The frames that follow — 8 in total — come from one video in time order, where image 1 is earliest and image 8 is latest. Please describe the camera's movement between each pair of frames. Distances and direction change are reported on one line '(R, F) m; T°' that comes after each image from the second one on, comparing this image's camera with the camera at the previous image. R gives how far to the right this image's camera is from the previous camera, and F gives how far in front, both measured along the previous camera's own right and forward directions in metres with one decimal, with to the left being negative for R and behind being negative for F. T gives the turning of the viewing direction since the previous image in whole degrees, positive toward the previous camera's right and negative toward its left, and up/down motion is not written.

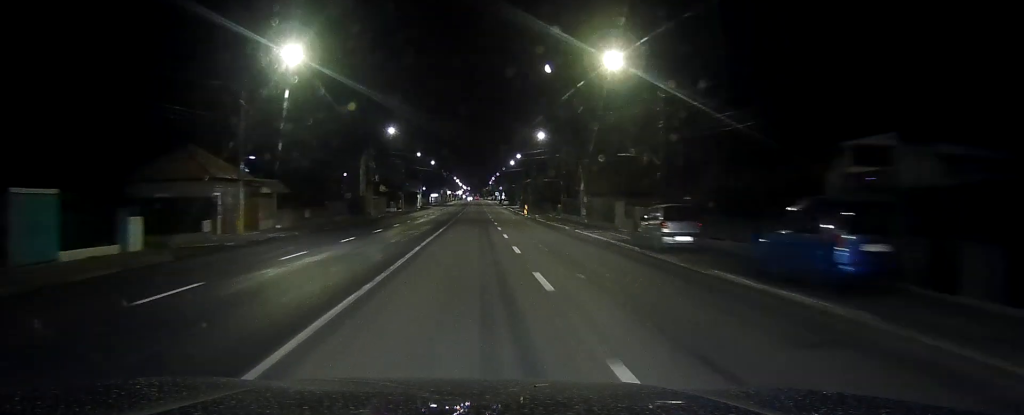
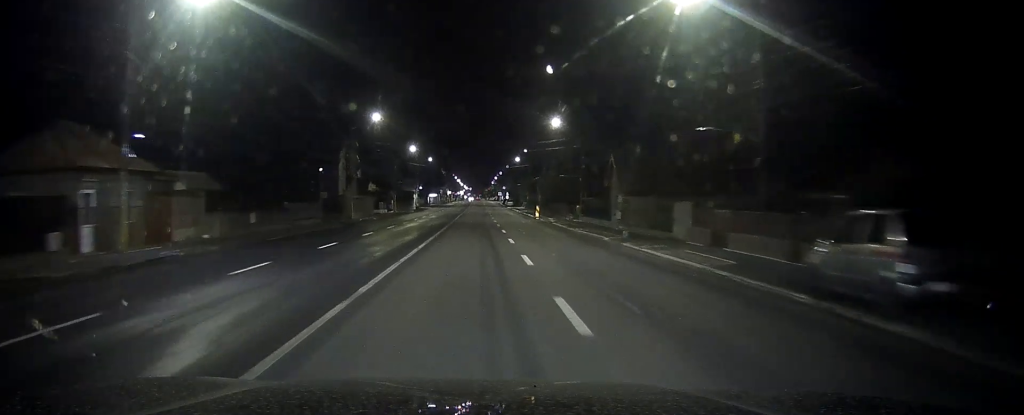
(0.0, +13.0) m; 0°
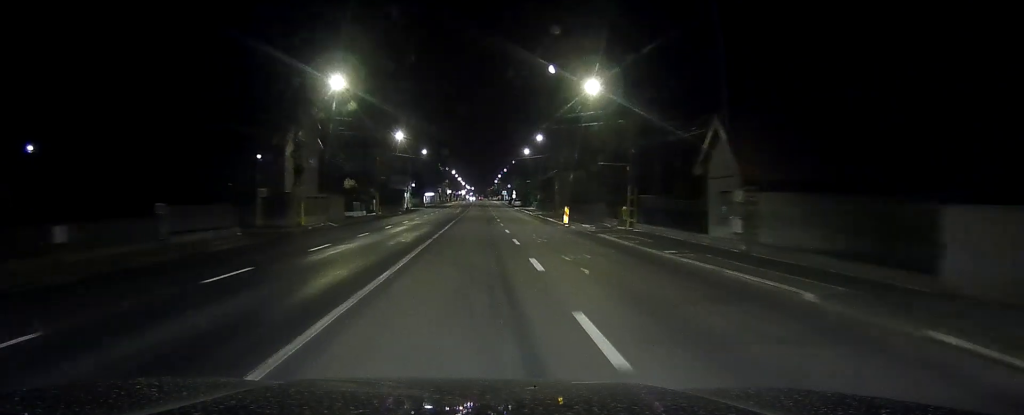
(-0.1, +19.5) m; 0°
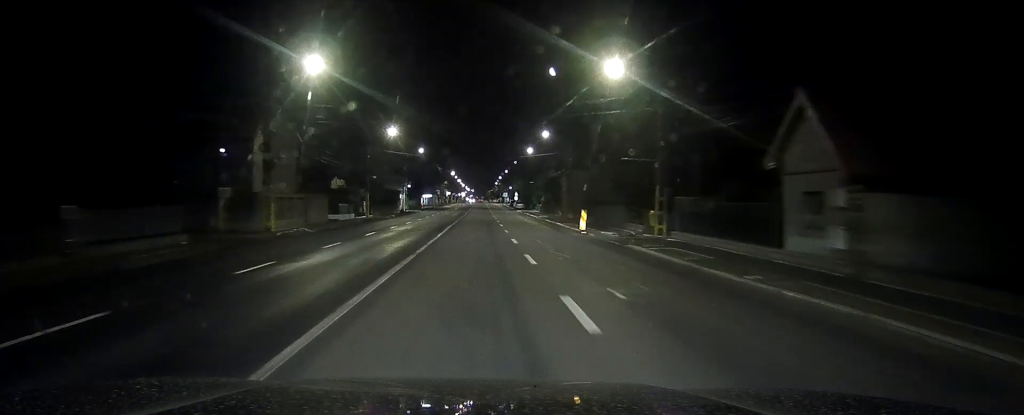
(0.0, +7.0) m; 0°
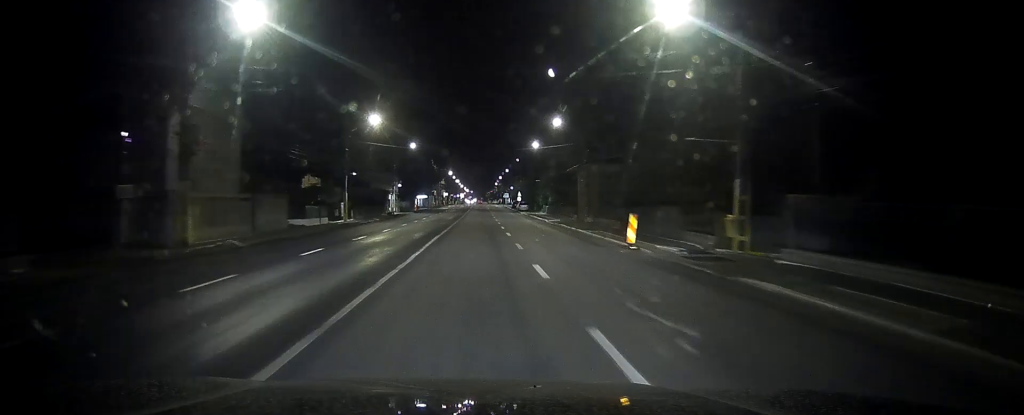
(0.0, +11.9) m; 0°
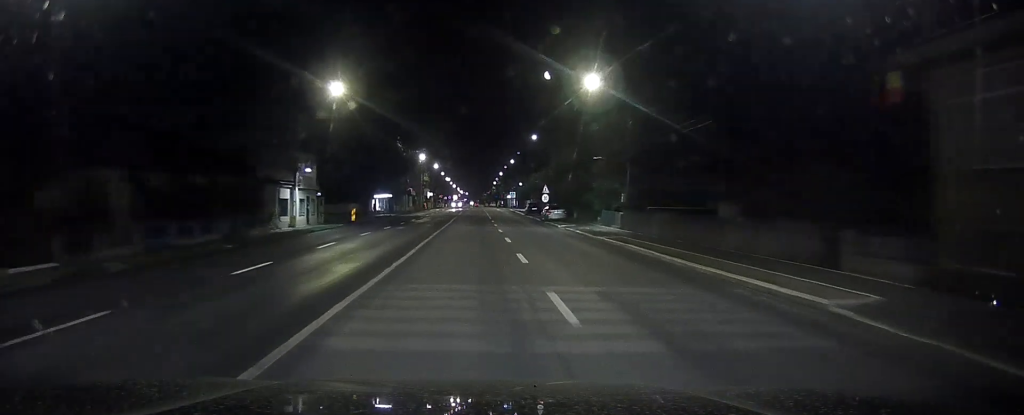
(-0.1, +49.7) m; 0°
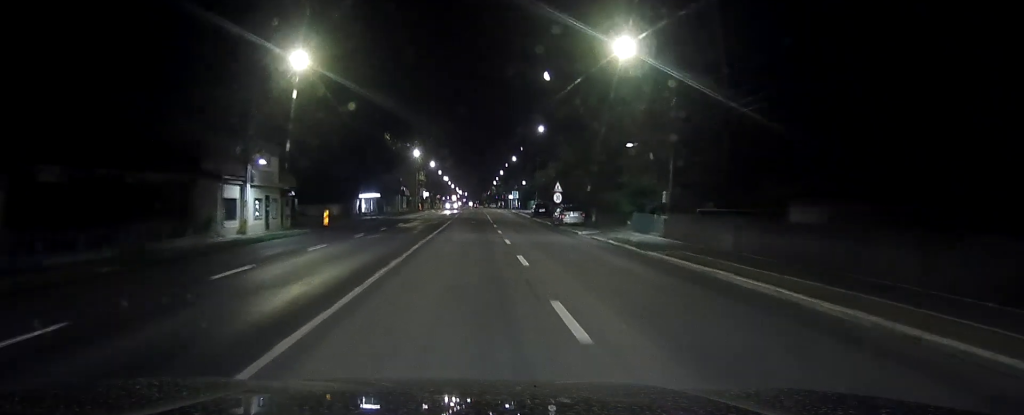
(0.0, +10.1) m; 0°
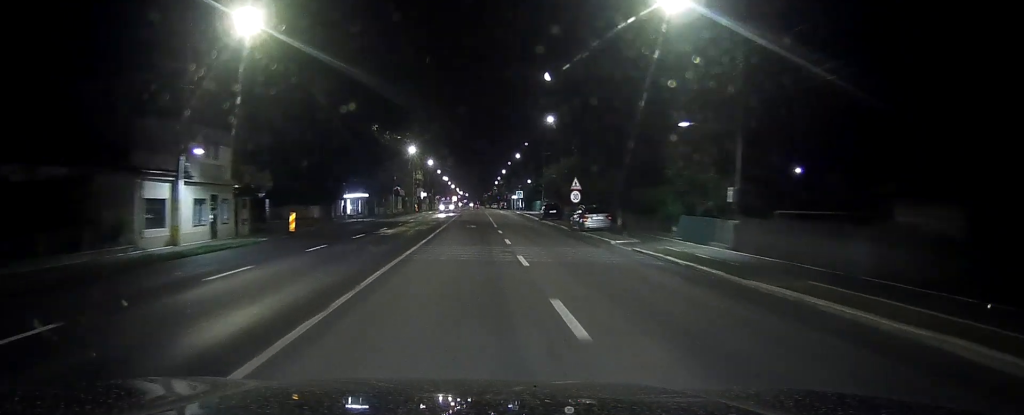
(-0.1, +8.9) m; 0°
